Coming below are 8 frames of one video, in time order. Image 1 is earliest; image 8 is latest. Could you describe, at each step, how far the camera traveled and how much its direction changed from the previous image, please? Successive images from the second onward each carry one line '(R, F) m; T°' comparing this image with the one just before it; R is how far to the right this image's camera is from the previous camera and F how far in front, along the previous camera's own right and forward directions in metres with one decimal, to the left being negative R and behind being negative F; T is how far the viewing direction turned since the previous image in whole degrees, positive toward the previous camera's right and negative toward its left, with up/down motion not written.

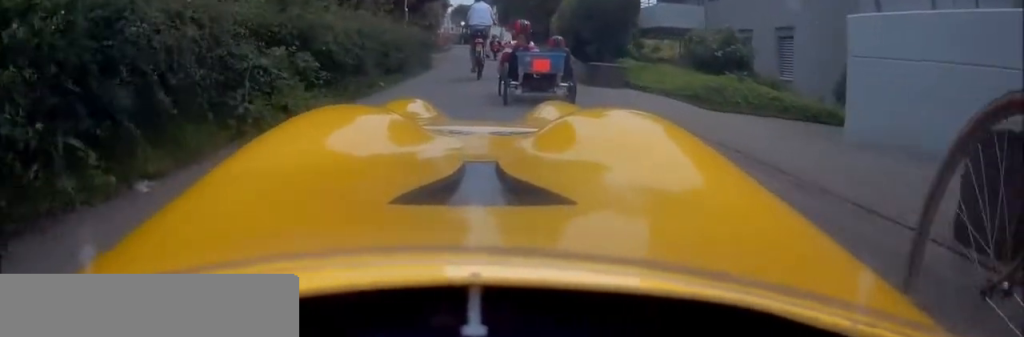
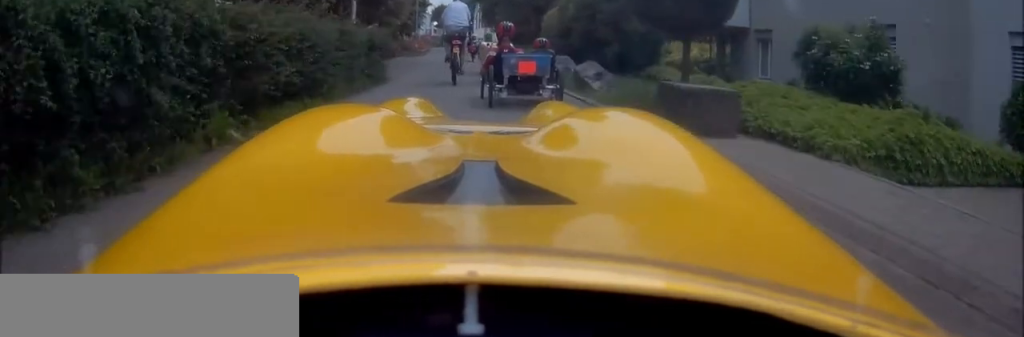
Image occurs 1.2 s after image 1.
(+0.4, +5.6) m; +3°
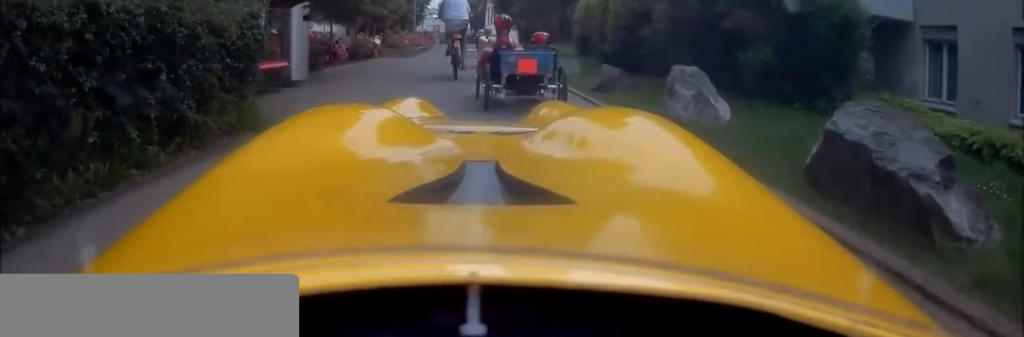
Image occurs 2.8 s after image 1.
(-0.2, +7.5) m; 0°
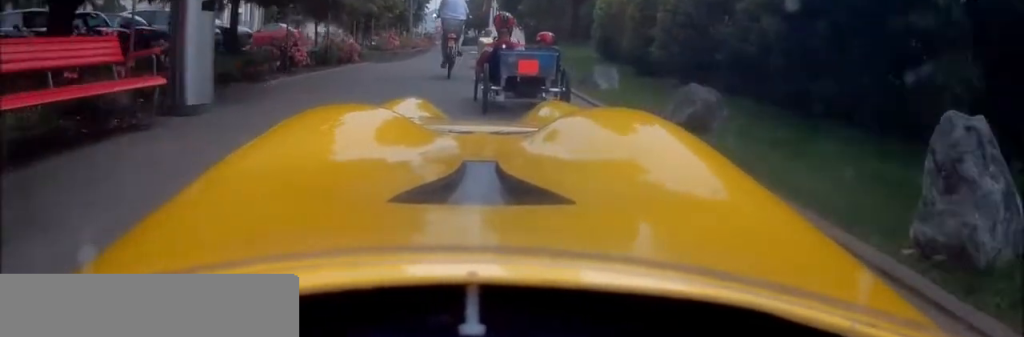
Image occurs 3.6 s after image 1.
(+0.2, +3.6) m; -2°
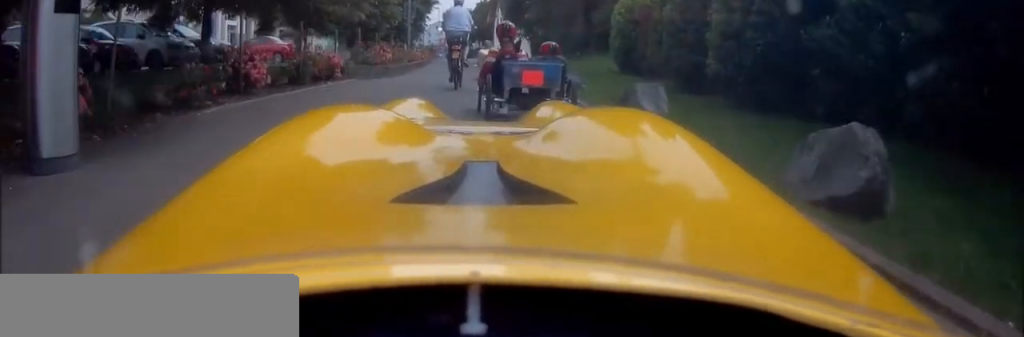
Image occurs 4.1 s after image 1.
(-0.1, +2.4) m; -6°
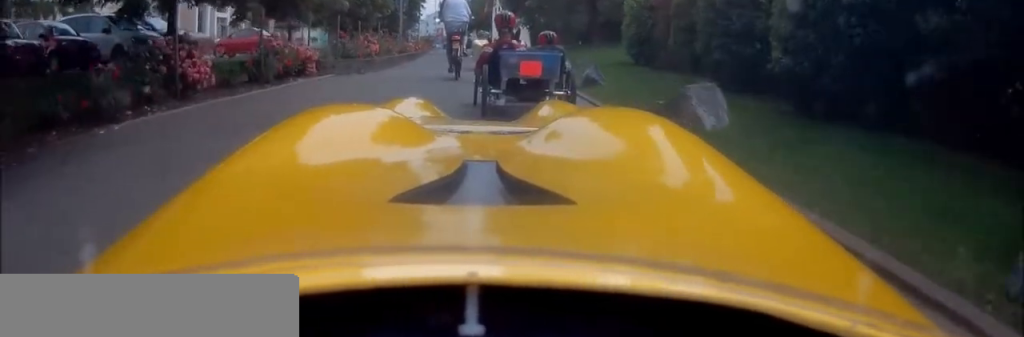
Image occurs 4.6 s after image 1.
(-0.1, +1.9) m; -3°
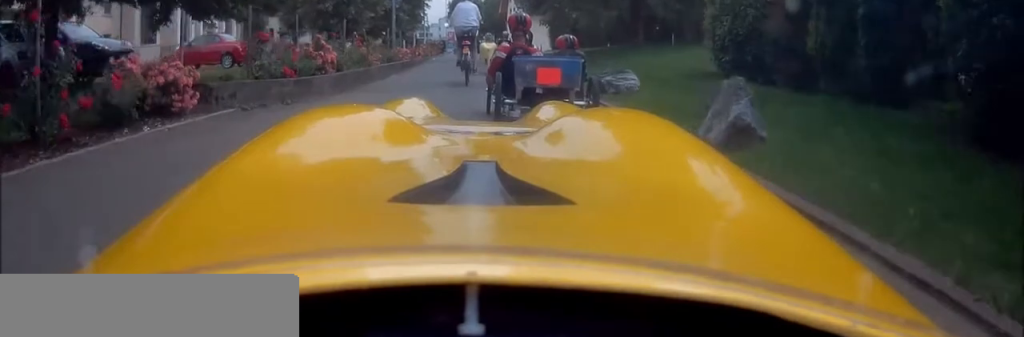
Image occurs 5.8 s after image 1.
(-0.2, +5.6) m; +2°
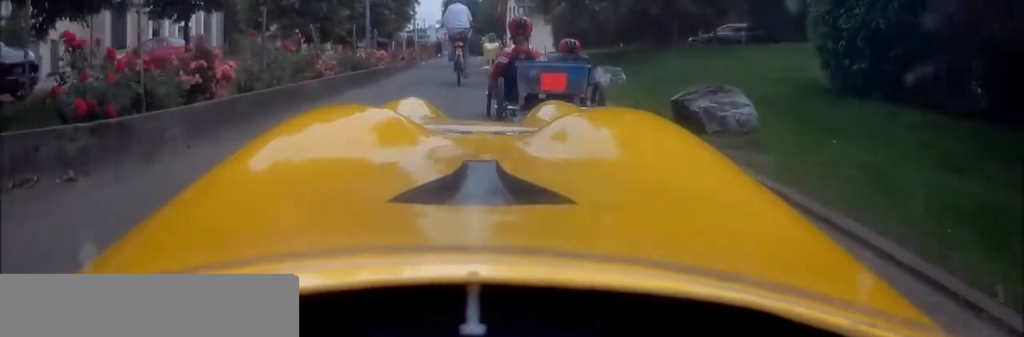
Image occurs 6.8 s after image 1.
(+0.2, +4.2) m; +3°
